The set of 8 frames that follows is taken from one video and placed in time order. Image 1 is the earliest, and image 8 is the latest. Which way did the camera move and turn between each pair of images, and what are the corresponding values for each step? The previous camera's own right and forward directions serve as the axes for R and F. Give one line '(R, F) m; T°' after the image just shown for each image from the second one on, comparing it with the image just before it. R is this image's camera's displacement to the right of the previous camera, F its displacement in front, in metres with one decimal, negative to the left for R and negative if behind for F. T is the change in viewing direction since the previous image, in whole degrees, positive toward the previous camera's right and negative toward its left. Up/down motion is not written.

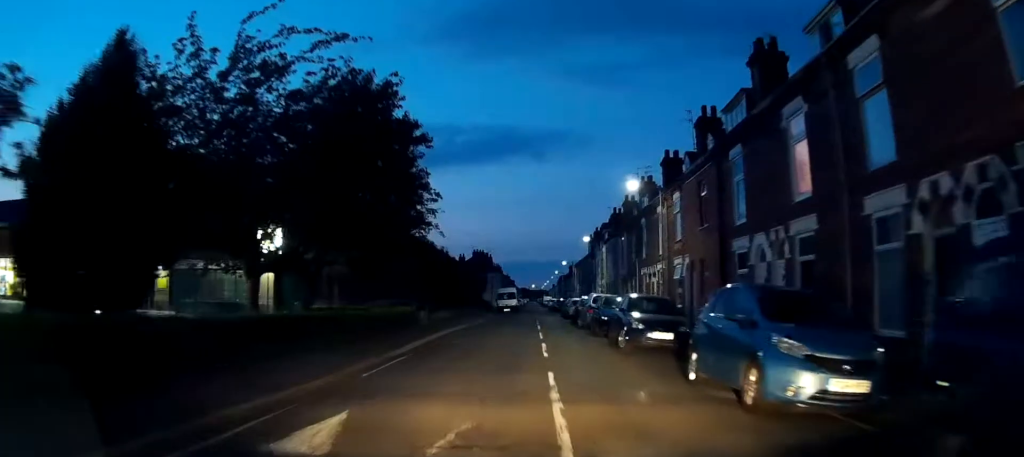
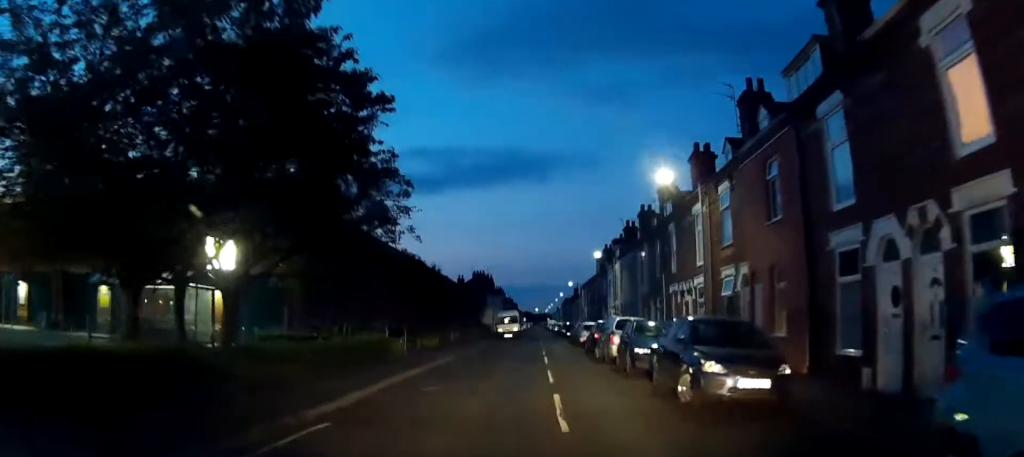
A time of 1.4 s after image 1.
(0.0, +7.2) m; +1°
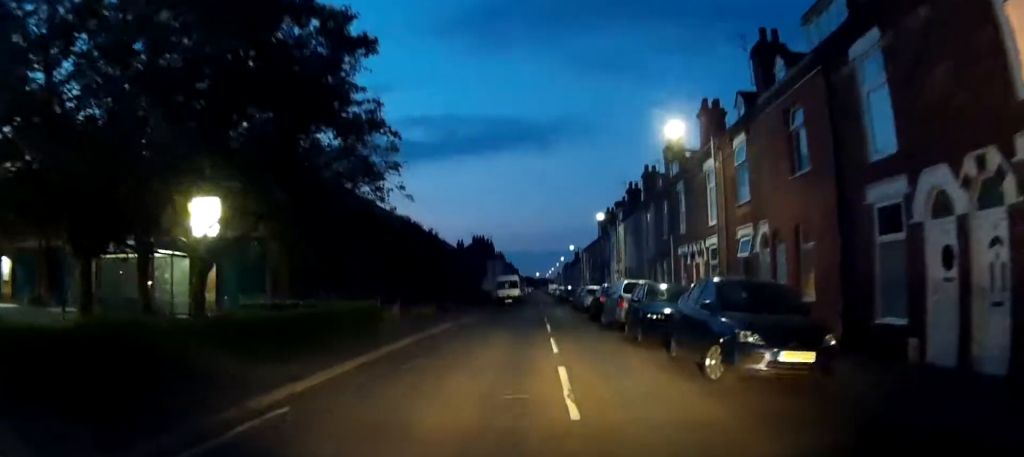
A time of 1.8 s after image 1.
(0.0, +1.8) m; 0°
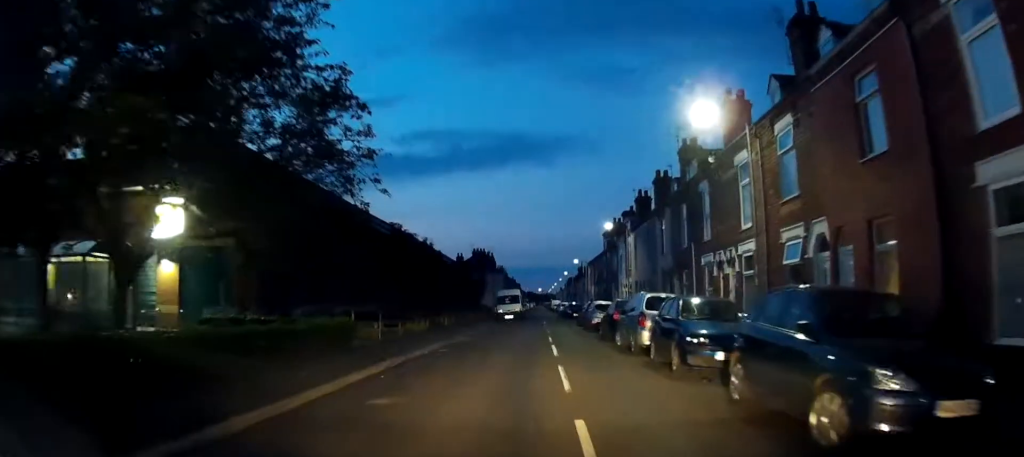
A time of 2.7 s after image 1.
(0.0, +3.6) m; +1°
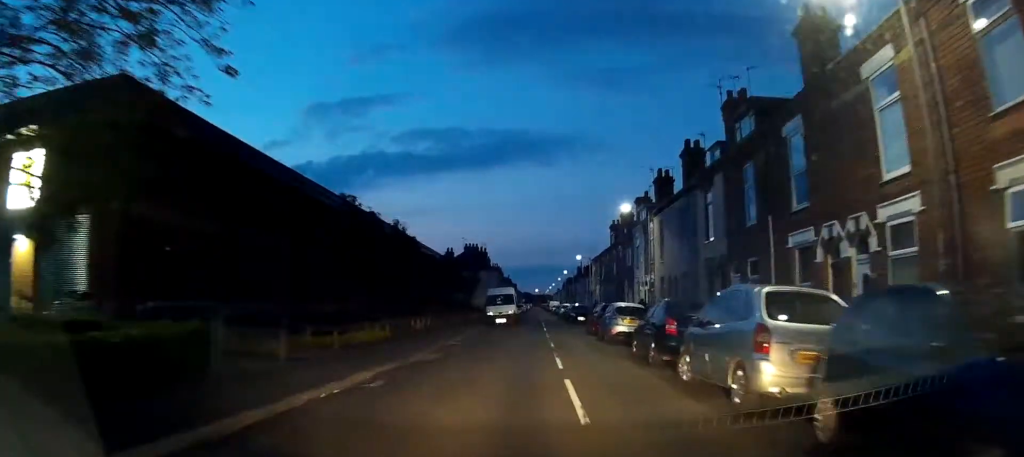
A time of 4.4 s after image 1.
(+0.1, +8.3) m; +2°
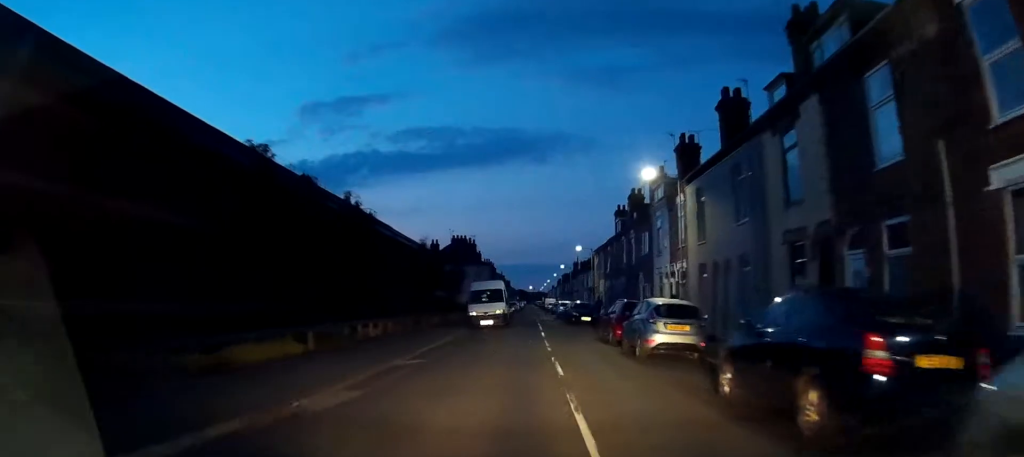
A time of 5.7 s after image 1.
(+0.2, +7.6) m; +1°
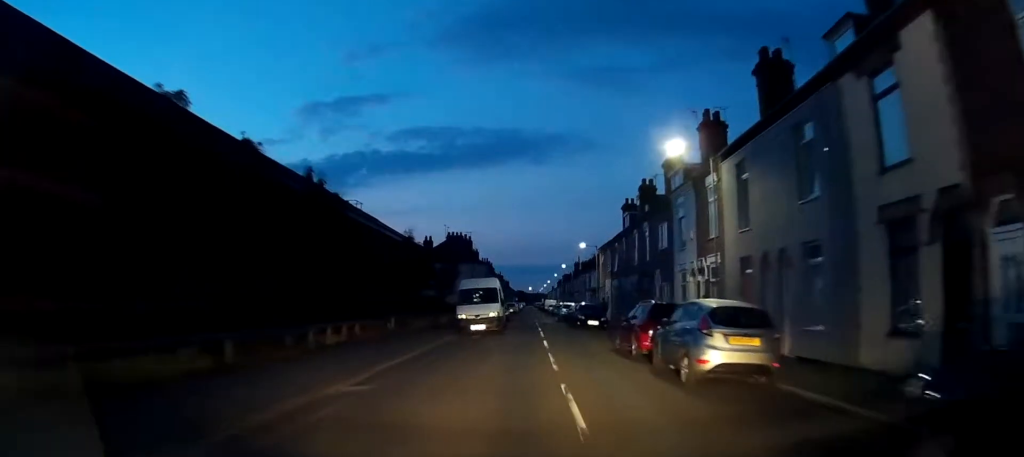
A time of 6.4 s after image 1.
(0.0, +4.5) m; 0°
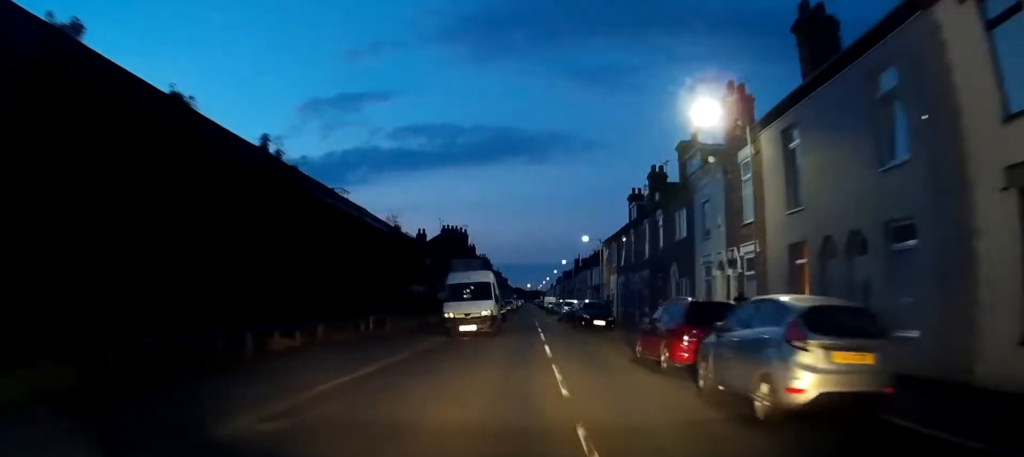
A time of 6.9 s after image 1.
(0.0, +3.5) m; 0°
